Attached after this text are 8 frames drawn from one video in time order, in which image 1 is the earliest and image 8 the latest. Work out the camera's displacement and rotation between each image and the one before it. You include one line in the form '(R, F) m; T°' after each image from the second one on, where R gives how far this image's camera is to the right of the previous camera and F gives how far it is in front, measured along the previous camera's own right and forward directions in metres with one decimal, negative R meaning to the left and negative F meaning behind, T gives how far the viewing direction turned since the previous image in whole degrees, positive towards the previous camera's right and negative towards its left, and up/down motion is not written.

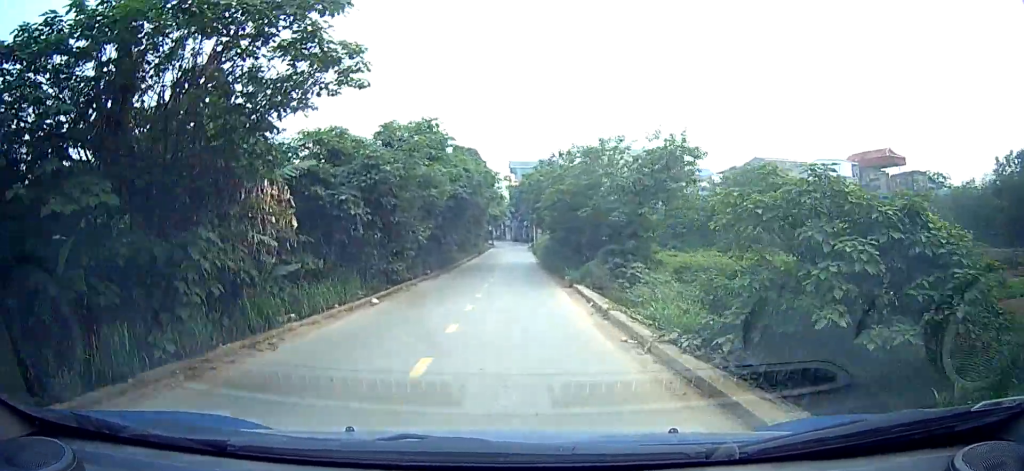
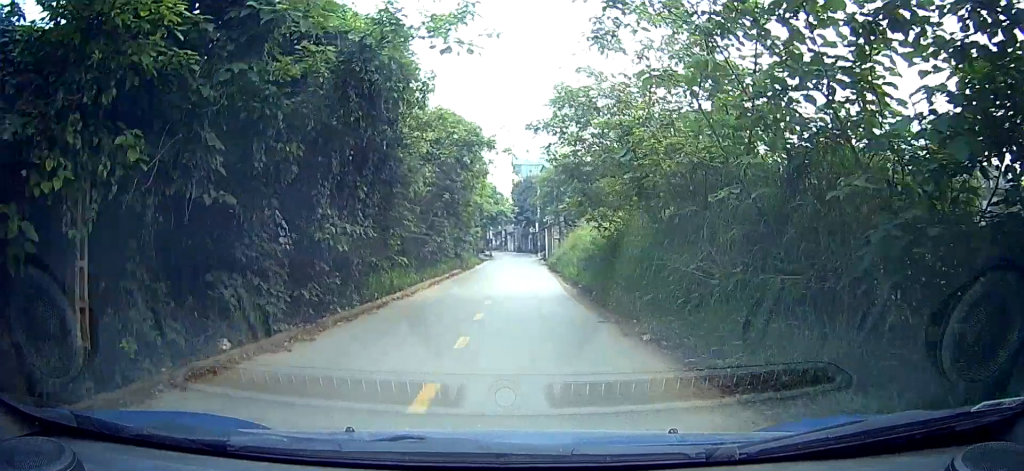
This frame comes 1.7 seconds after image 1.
(+2.8, +16.7) m; +12°
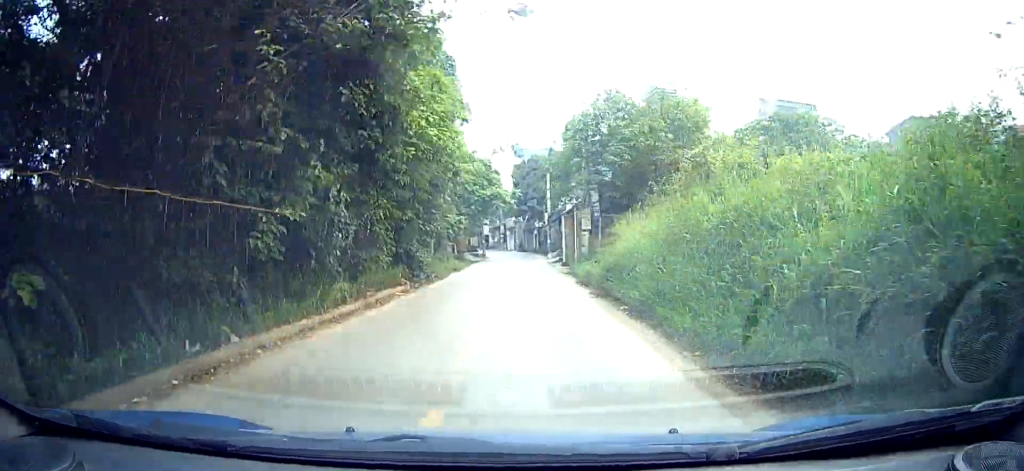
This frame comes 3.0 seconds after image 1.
(-1.1, +13.0) m; -11°
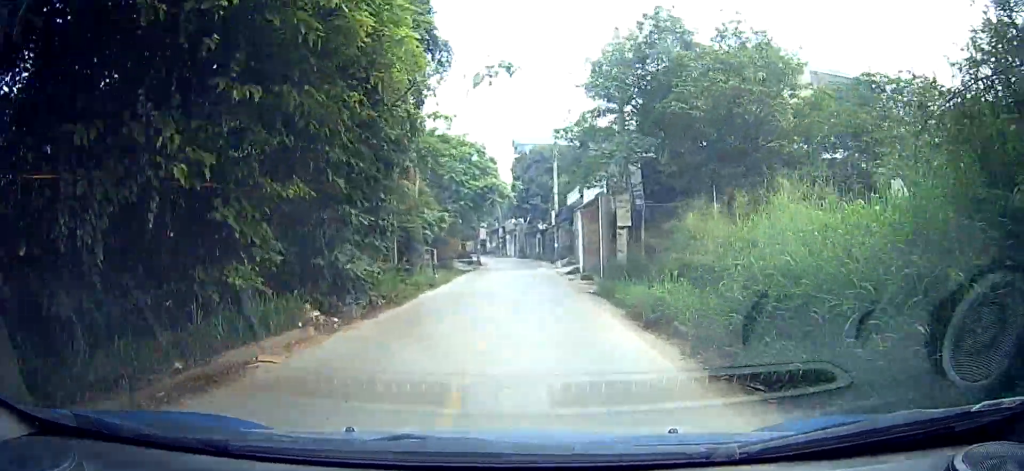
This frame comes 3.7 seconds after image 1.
(-0.8, +5.7) m; -3°
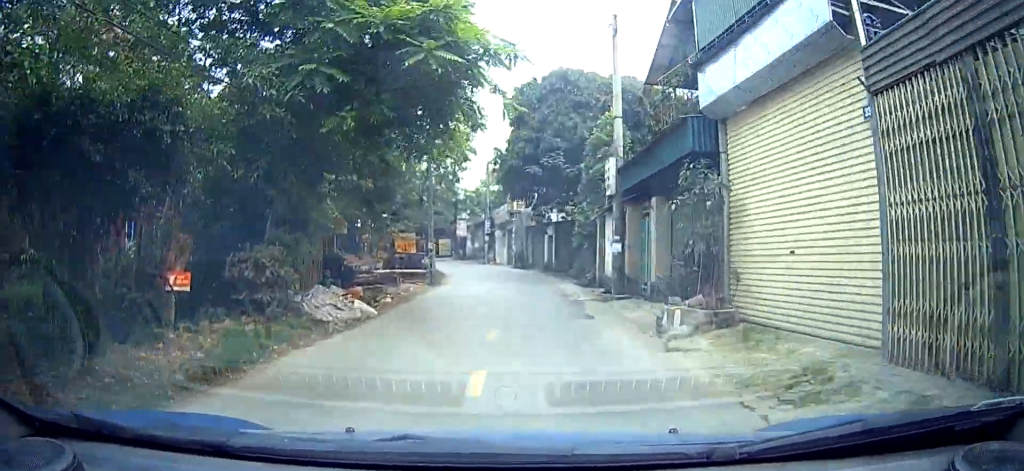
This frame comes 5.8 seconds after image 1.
(+3.0, +24.3) m; +9°
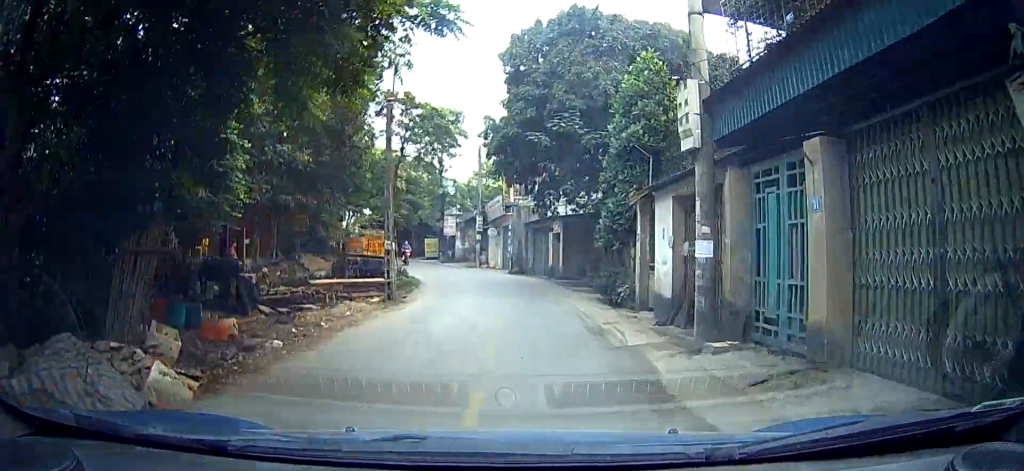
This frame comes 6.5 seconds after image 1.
(0.0, +8.4) m; 0°
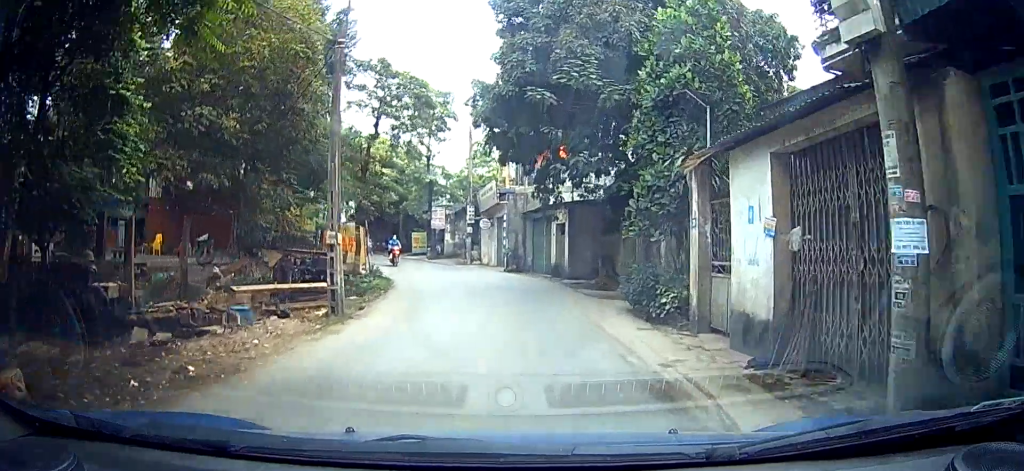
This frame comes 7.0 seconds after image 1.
(0.0, +5.3) m; 0°
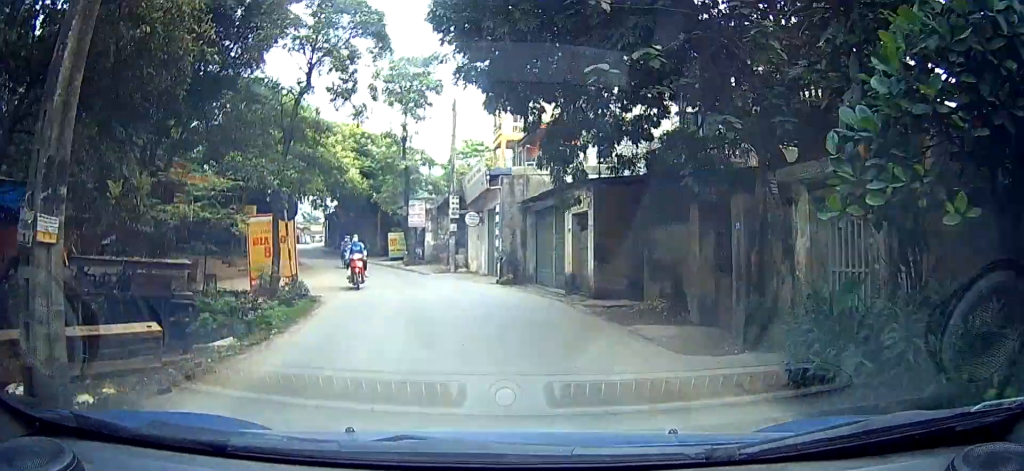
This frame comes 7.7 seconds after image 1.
(0.0, +9.1) m; 0°
